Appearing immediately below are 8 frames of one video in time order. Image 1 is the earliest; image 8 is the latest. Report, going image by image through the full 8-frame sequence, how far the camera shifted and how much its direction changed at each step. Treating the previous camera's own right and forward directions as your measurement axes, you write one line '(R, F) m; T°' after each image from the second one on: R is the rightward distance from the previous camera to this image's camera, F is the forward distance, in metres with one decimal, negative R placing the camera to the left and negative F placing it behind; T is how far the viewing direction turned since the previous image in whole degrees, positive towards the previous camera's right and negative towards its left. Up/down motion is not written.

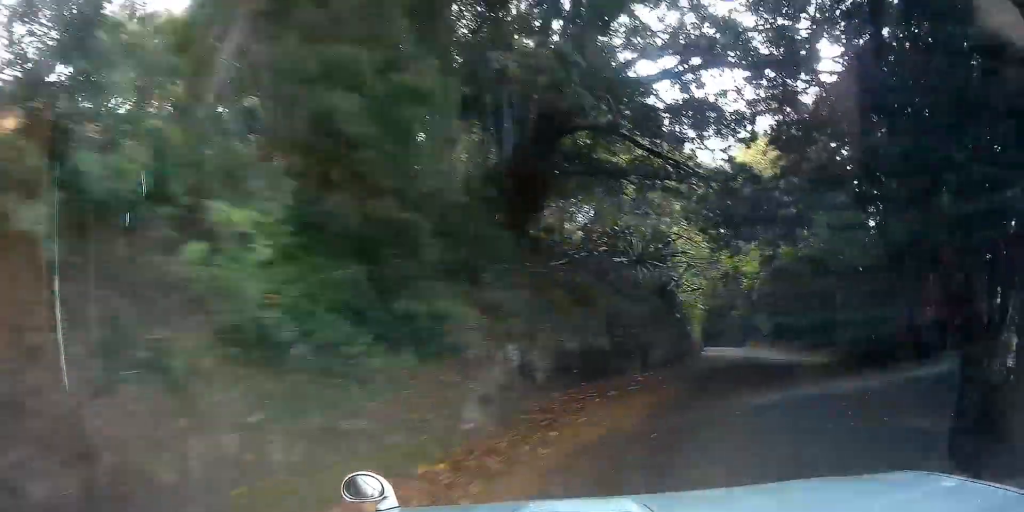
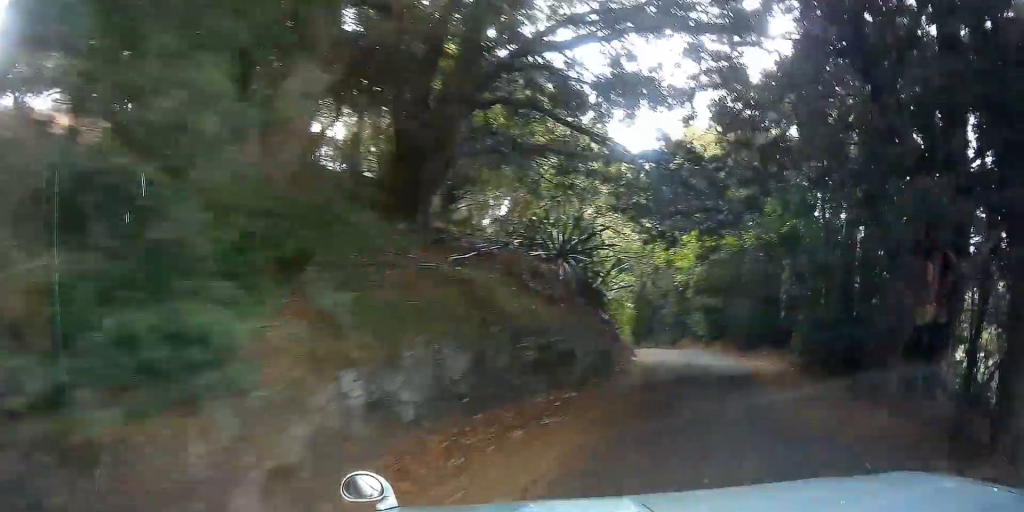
(+0.1, +2.5) m; +5°
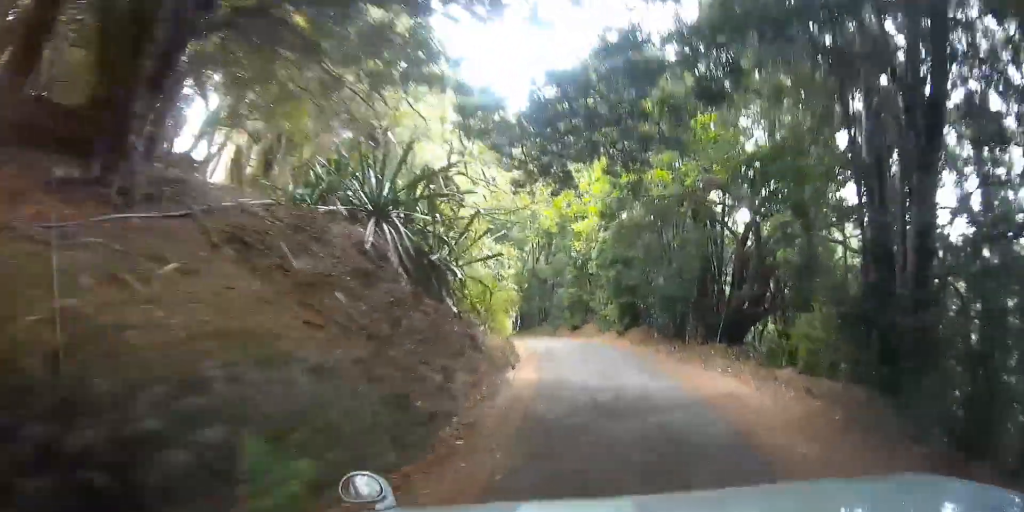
(+0.5, +6.4) m; +8°
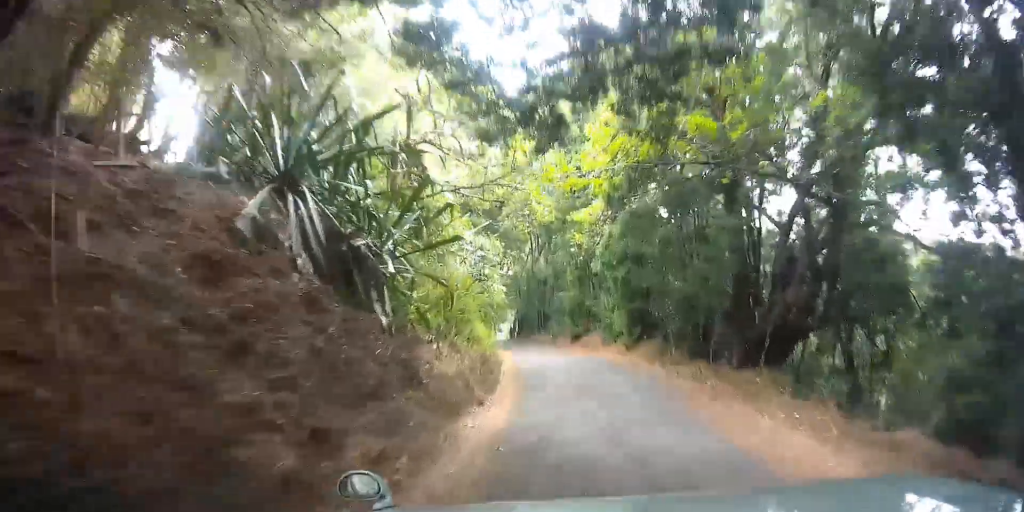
(+0.1, +3.3) m; +4°
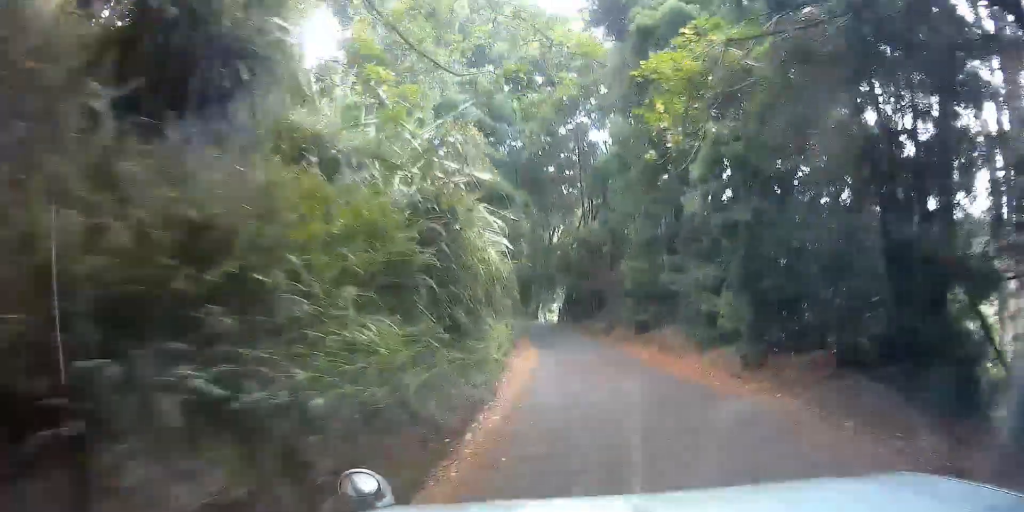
(+0.6, +8.5) m; +5°
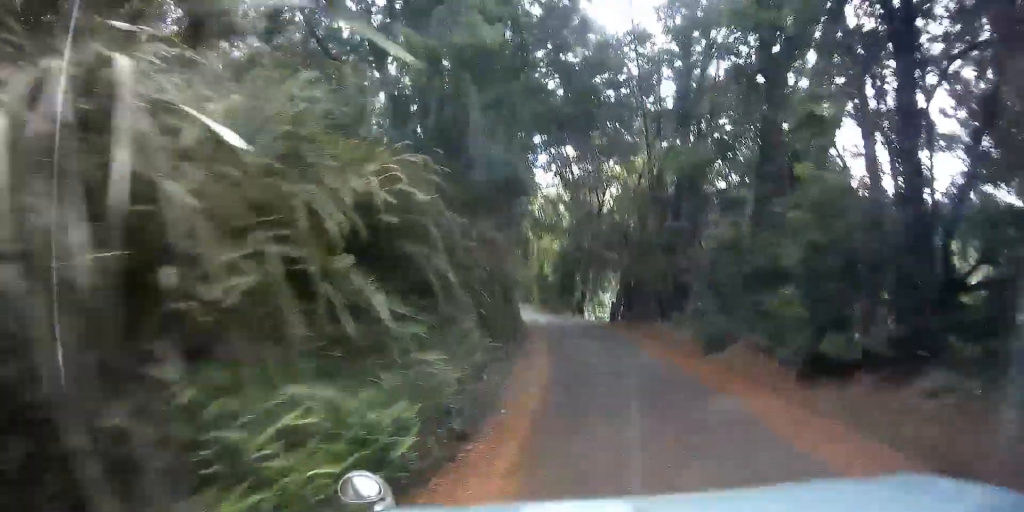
(+0.2, +11.5) m; +2°
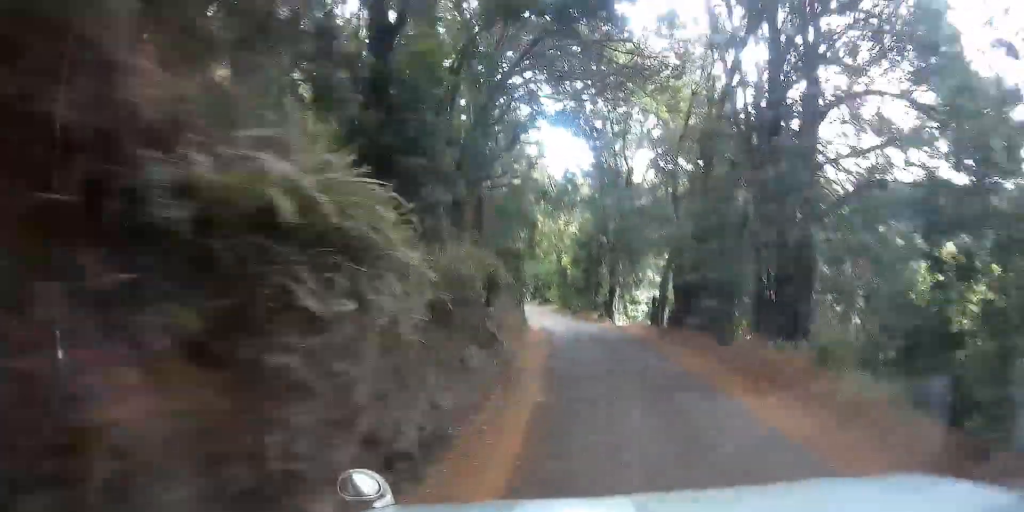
(-0.1, +9.3) m; 0°
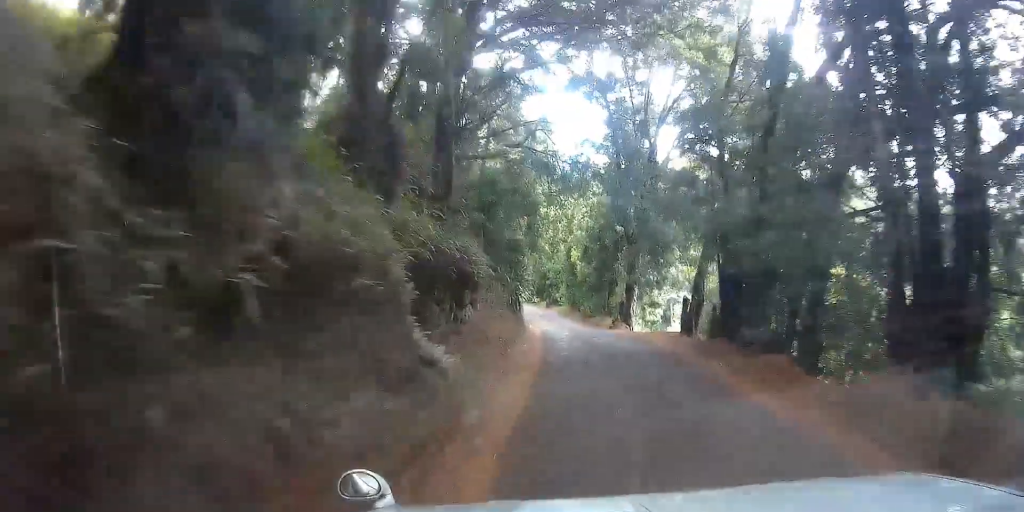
(0.0, +4.9) m; +1°
